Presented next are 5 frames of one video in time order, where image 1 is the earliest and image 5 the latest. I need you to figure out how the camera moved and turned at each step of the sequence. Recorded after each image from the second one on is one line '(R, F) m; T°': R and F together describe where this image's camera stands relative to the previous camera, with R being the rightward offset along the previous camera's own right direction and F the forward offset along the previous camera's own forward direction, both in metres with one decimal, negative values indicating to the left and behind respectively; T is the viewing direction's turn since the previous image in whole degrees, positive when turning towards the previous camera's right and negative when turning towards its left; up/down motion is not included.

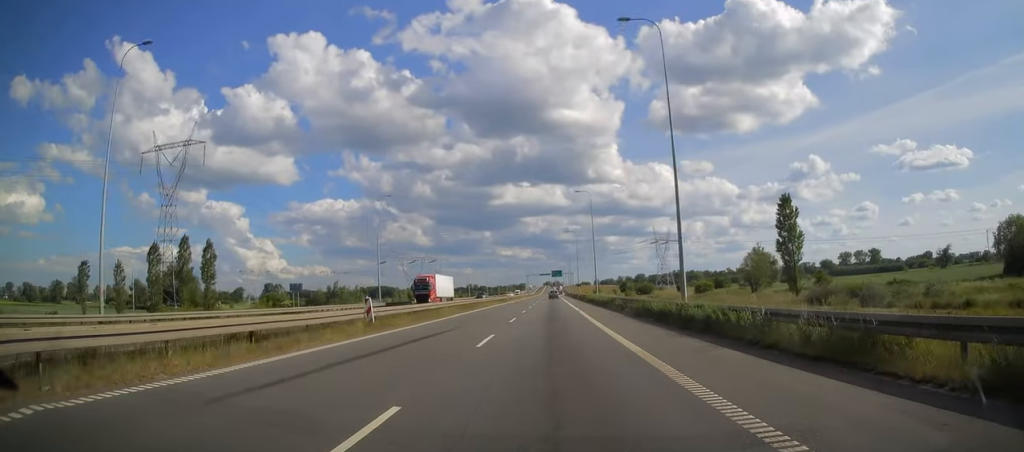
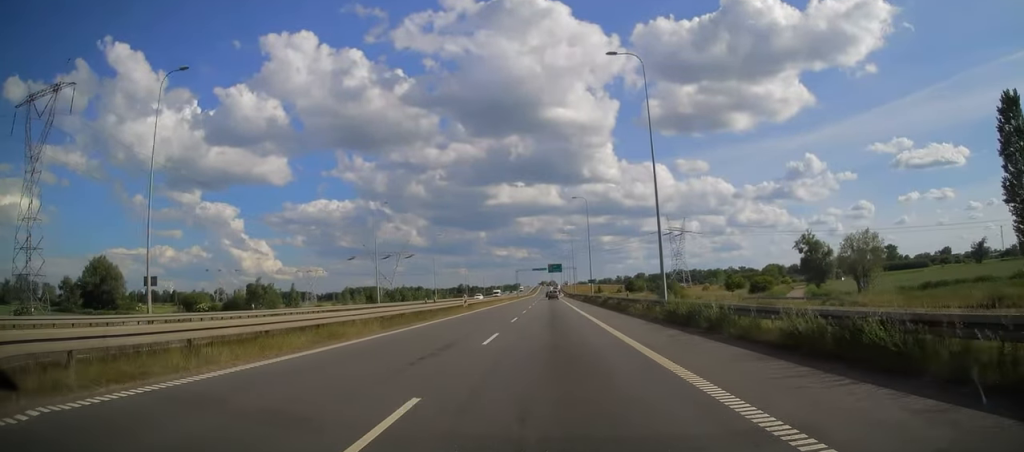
(+0.5, +47.2) m; +1°
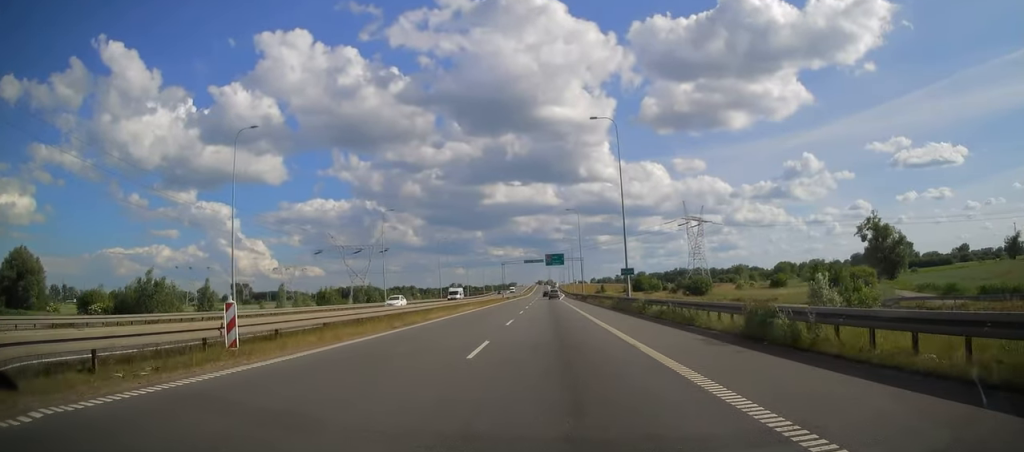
(0.0, +39.1) m; 0°
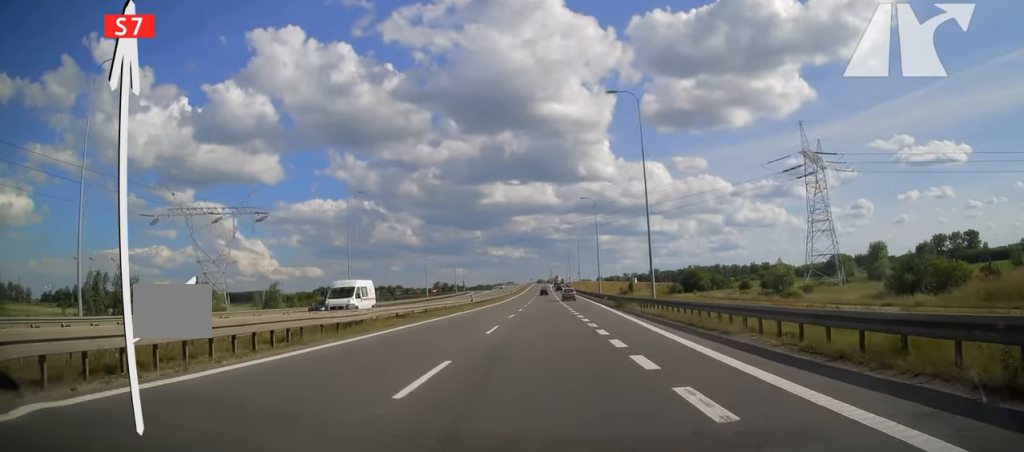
(+0.3, +112.2) m; 0°
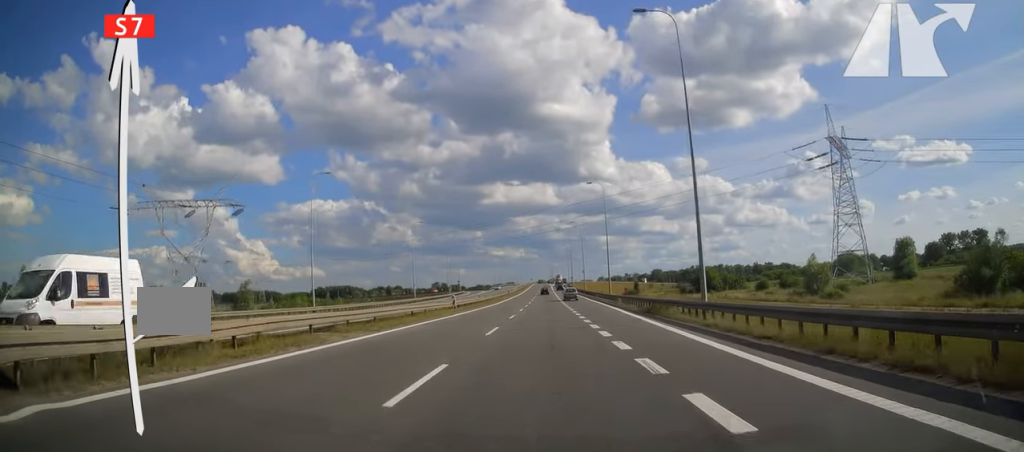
(0.0, +12.5) m; 0°
